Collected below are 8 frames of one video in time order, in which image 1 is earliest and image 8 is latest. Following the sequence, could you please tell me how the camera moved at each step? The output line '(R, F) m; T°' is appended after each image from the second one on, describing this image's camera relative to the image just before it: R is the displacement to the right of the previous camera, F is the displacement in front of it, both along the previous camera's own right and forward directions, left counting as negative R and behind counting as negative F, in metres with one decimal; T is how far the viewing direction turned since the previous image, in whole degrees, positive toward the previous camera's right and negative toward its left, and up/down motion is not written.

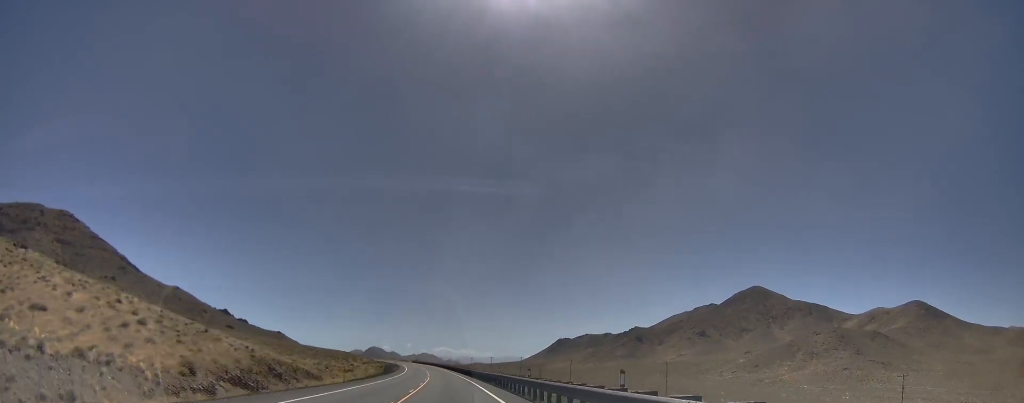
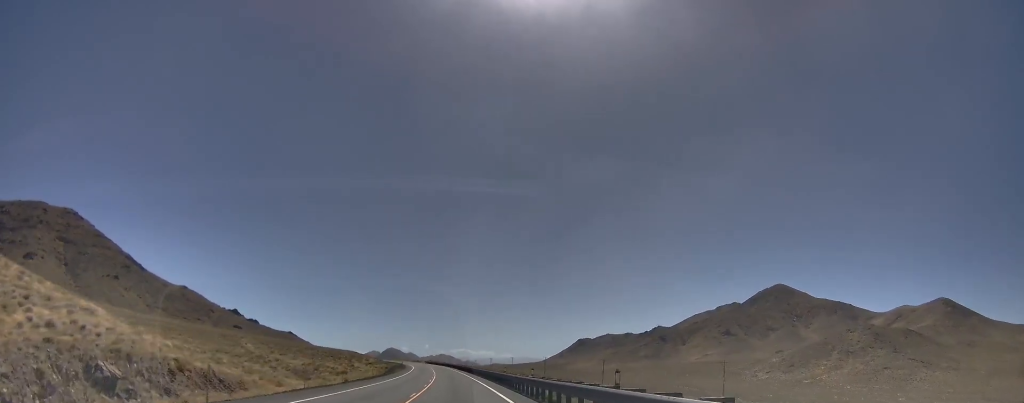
(+0.4, +31.9) m; +2°
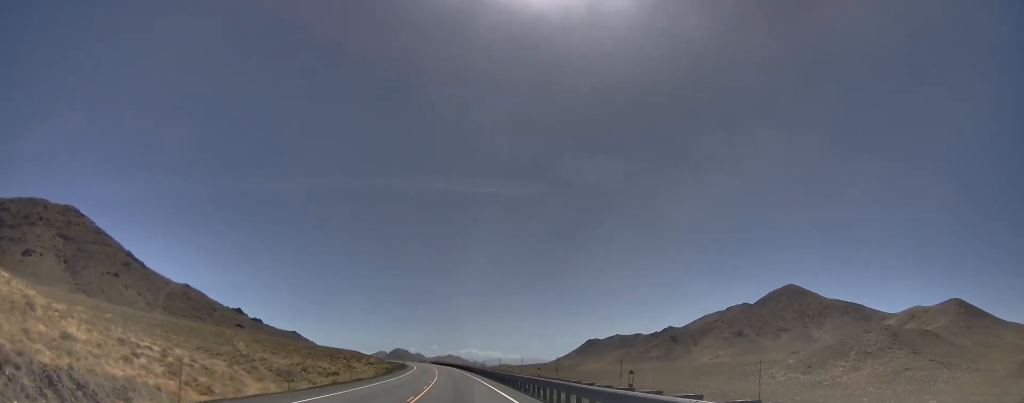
(+0.1, +16.8) m; +1°
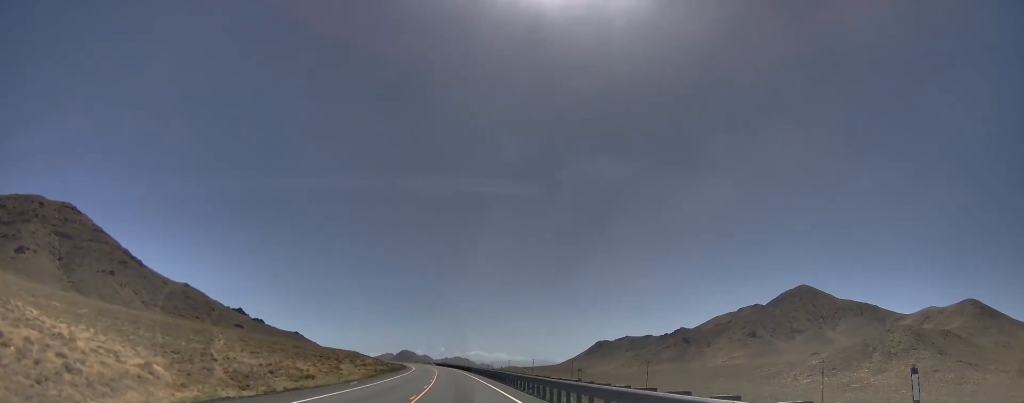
(+0.6, +24.7) m; 0°
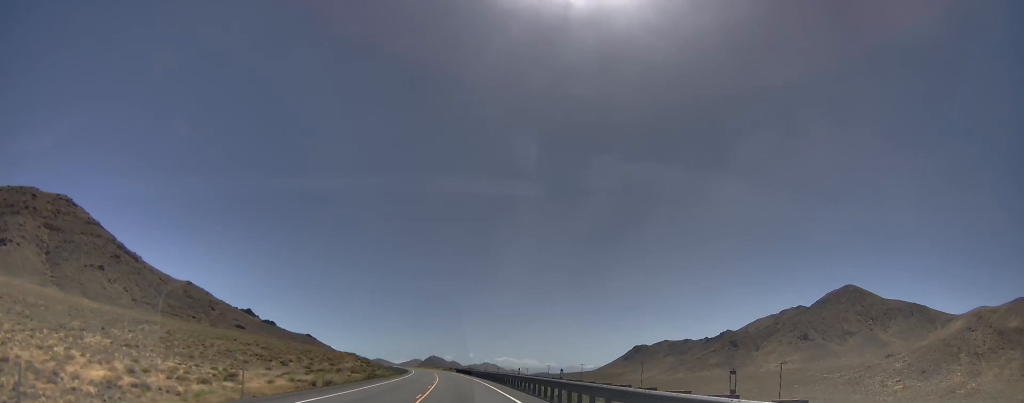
(+0.5, +76.4) m; +2°
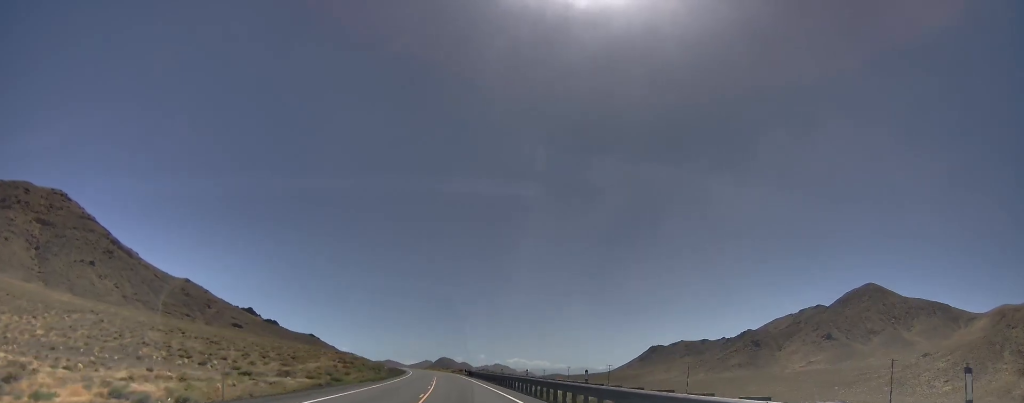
(+0.3, +36.5) m; +2°
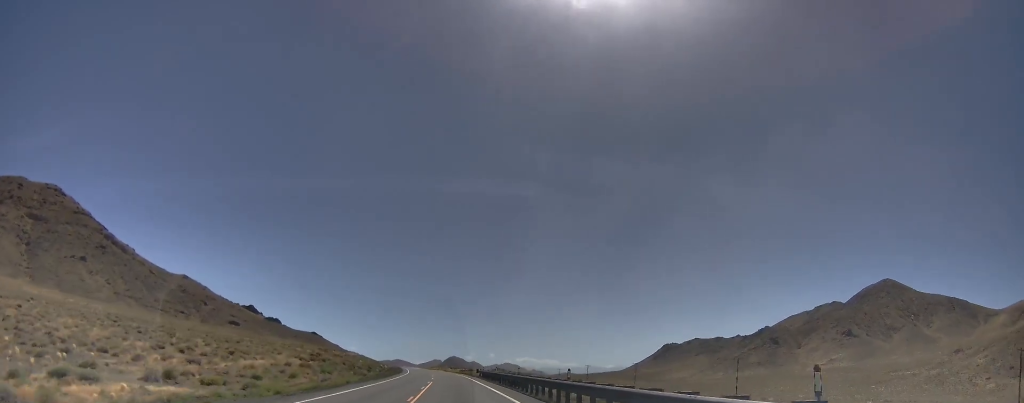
(+0.6, +28.4) m; +1°
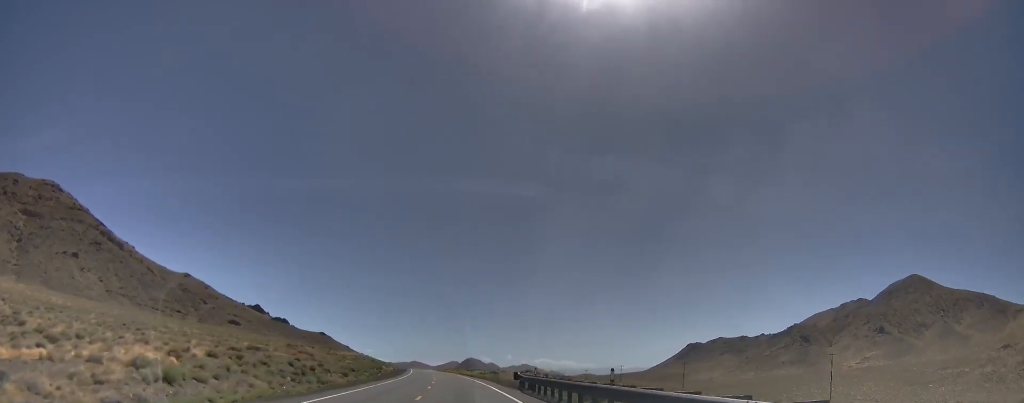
(+0.2, +34.2) m; +1°
